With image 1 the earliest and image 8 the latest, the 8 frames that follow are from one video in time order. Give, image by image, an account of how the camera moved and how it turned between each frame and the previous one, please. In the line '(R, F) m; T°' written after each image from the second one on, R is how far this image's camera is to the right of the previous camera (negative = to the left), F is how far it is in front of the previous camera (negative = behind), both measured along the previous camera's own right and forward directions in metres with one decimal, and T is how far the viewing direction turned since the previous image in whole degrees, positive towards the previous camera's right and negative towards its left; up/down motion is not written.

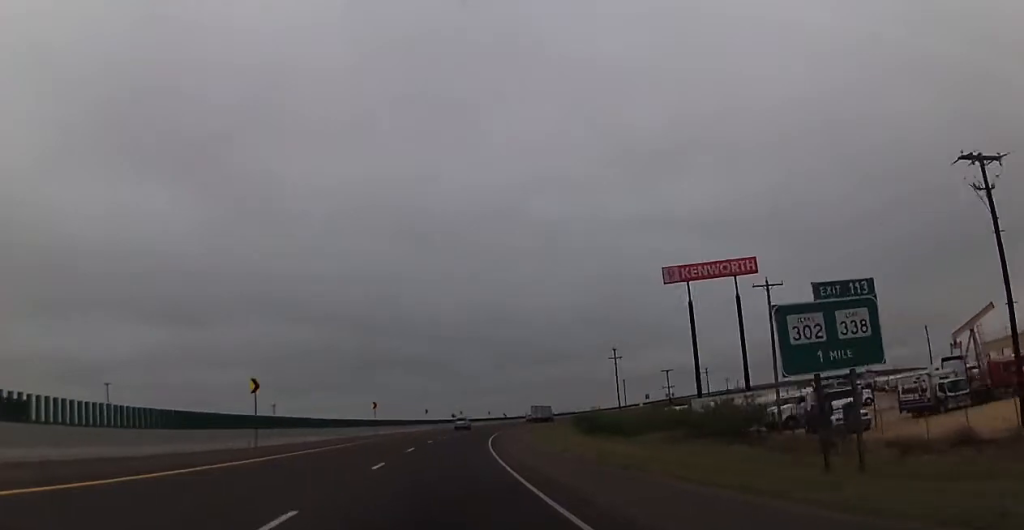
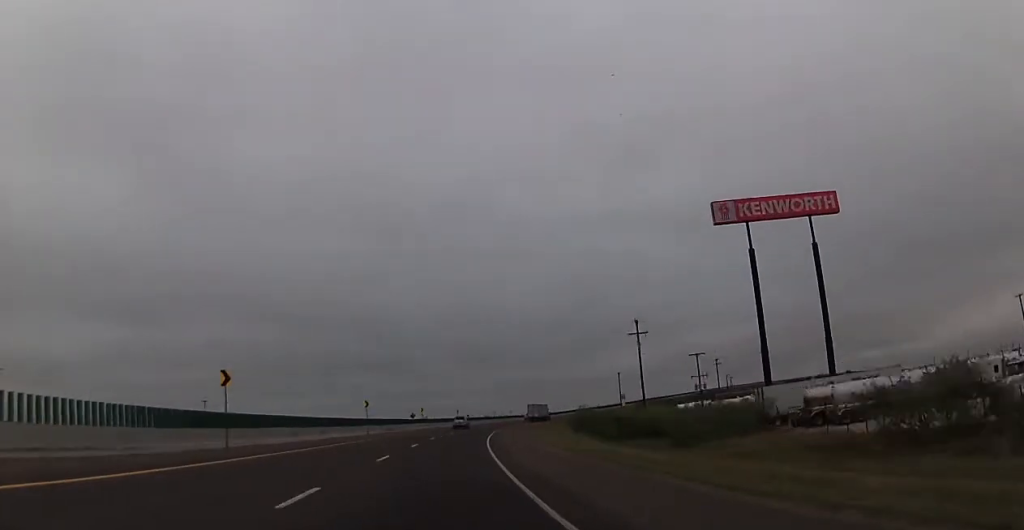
(+0.9, +33.1) m; +3°
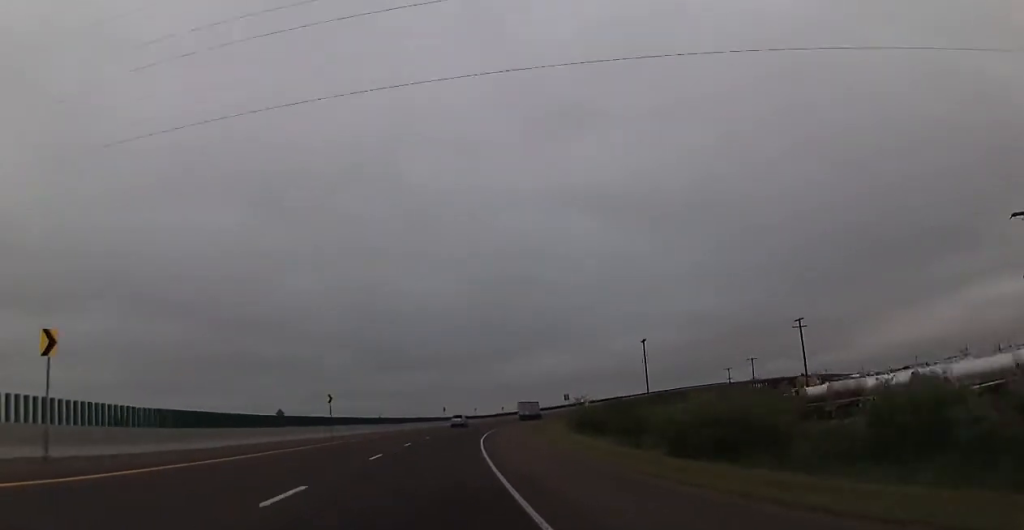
(+4.1, +72.1) m; +7°
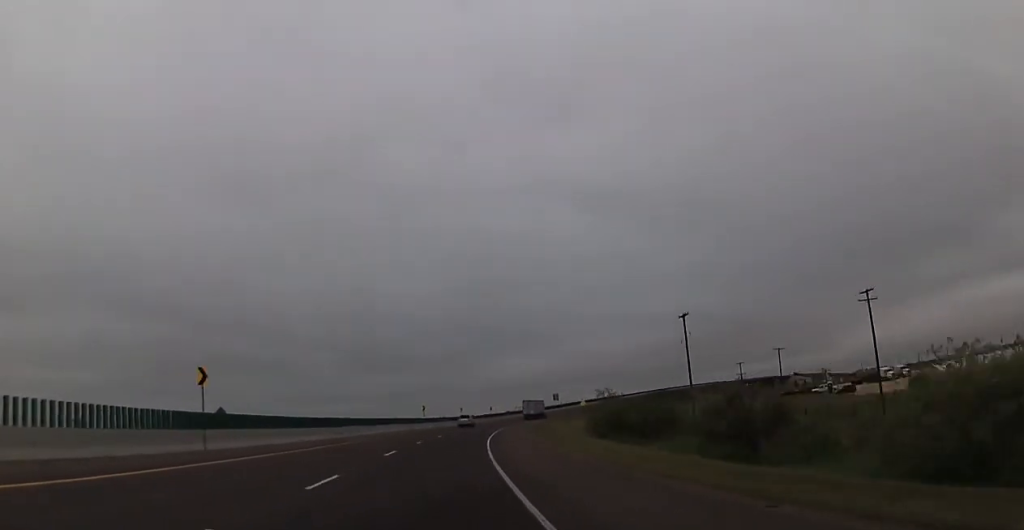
(+0.1, +21.3) m; +2°
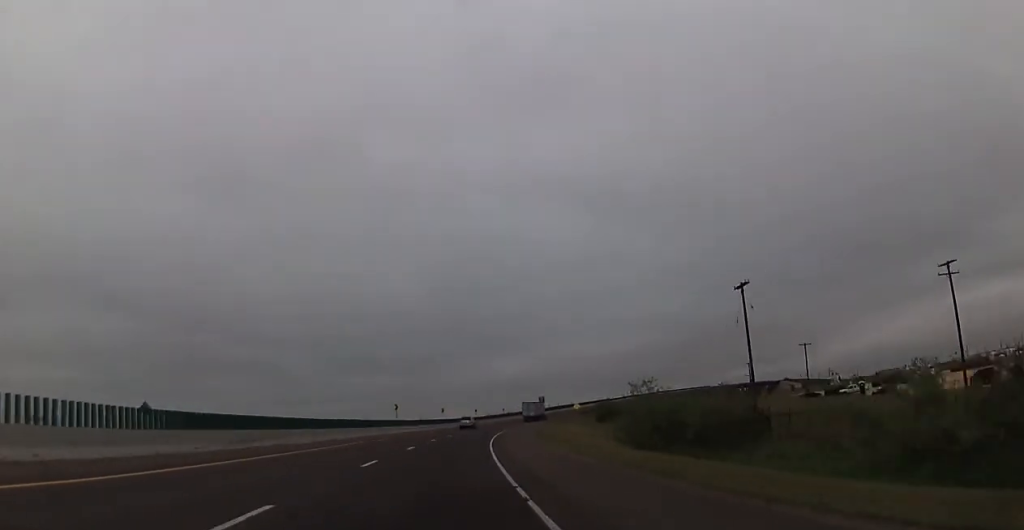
(+0.7, +17.8) m; +2°
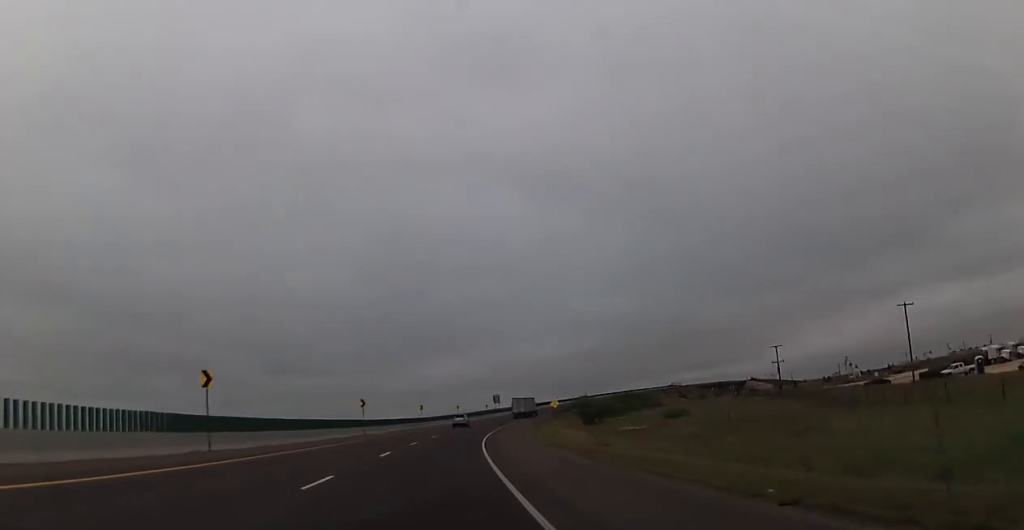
(+1.2, +42.6) m; +4°
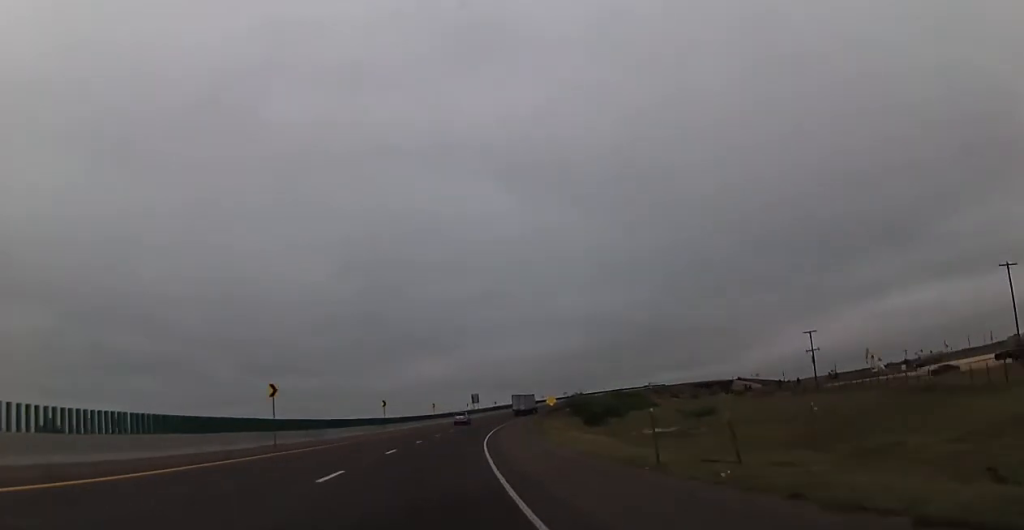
(+0.5, +22.5) m; +2°
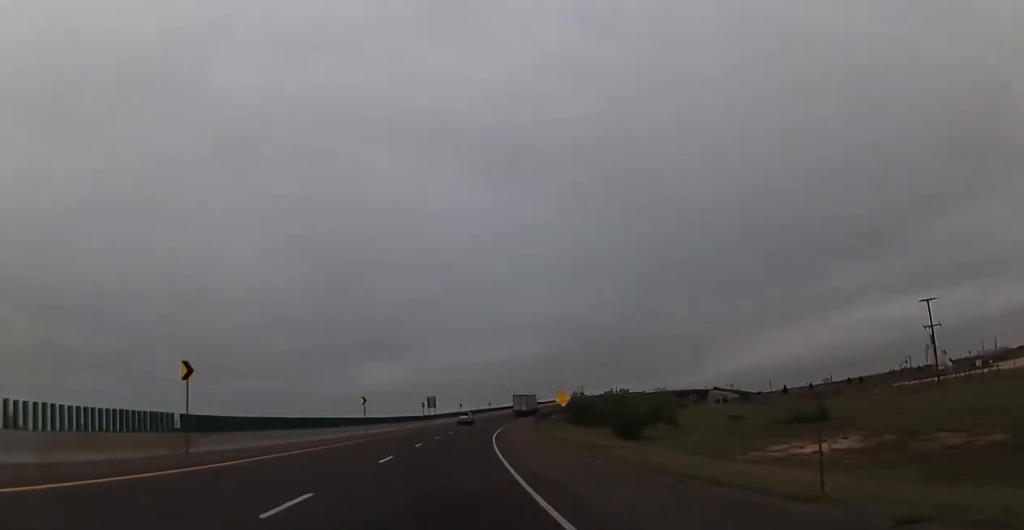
(+1.8, +41.4) m; +5°
